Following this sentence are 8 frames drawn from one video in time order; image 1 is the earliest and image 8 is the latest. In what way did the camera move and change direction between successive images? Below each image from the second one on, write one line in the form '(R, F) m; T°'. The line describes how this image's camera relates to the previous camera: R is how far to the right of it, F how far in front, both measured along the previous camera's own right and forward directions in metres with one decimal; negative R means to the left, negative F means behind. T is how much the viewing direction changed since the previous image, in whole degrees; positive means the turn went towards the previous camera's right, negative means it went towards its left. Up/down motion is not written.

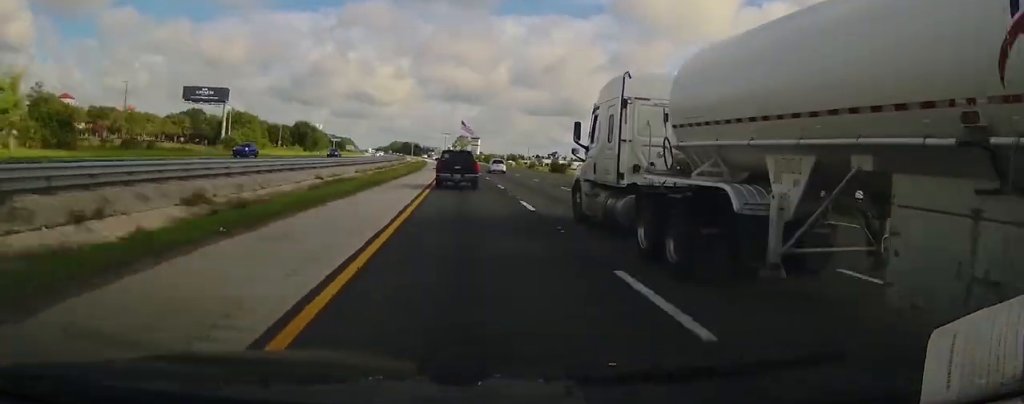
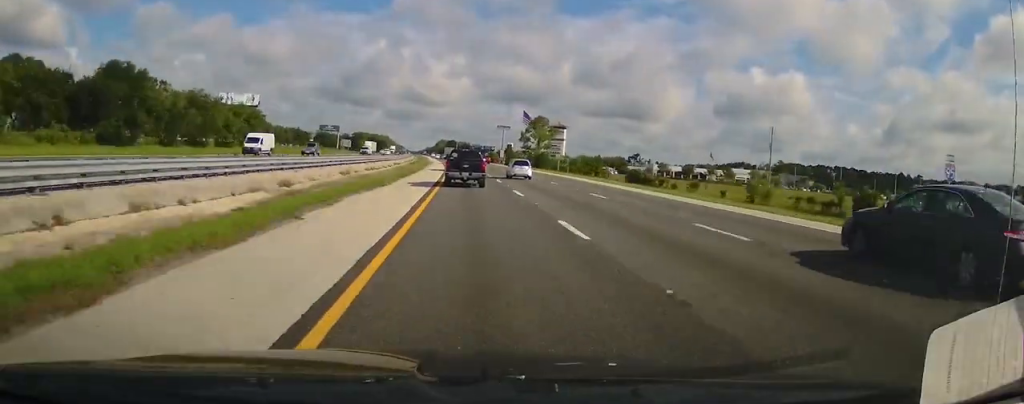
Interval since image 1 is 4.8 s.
(-7.3, +165.0) m; -5°
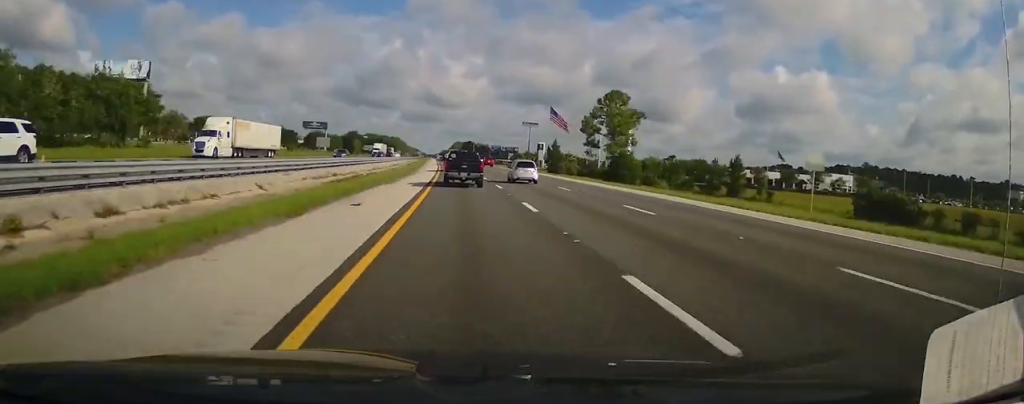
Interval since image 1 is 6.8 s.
(-2.1, +68.8) m; -1°
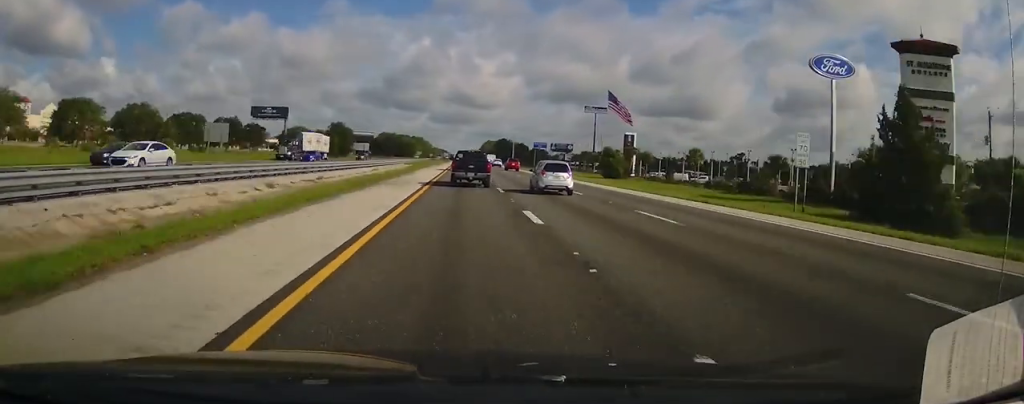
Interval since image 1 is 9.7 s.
(-2.1, +101.0) m; -1°
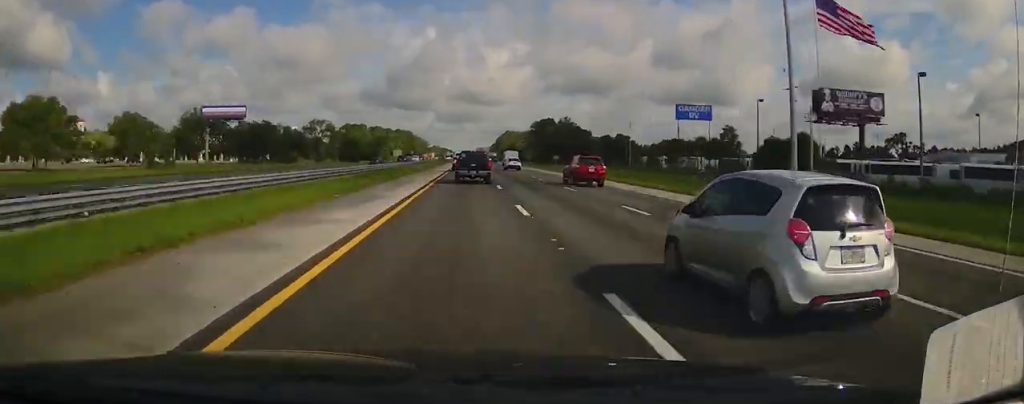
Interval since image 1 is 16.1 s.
(-0.4, +218.5) m; 0°
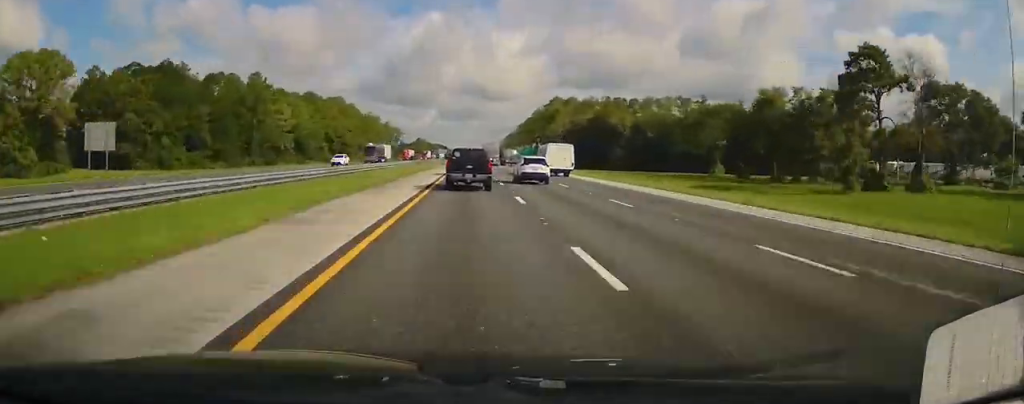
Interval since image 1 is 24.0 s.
(-0.5, +264.3) m; 0°
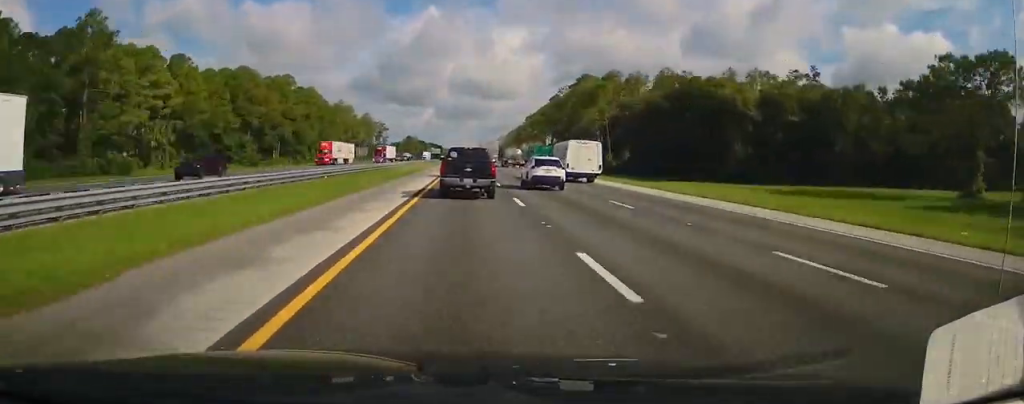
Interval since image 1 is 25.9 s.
(-0.1, +61.5) m; 0°
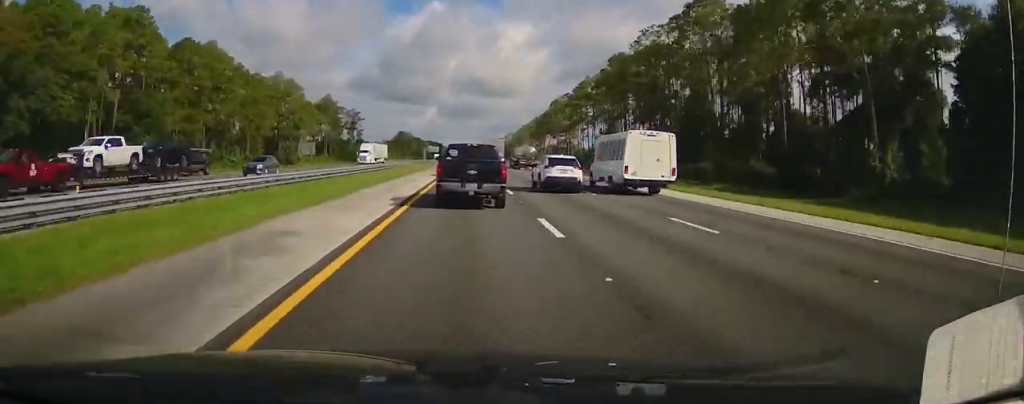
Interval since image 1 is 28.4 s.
(-0.2, +82.4) m; 0°
